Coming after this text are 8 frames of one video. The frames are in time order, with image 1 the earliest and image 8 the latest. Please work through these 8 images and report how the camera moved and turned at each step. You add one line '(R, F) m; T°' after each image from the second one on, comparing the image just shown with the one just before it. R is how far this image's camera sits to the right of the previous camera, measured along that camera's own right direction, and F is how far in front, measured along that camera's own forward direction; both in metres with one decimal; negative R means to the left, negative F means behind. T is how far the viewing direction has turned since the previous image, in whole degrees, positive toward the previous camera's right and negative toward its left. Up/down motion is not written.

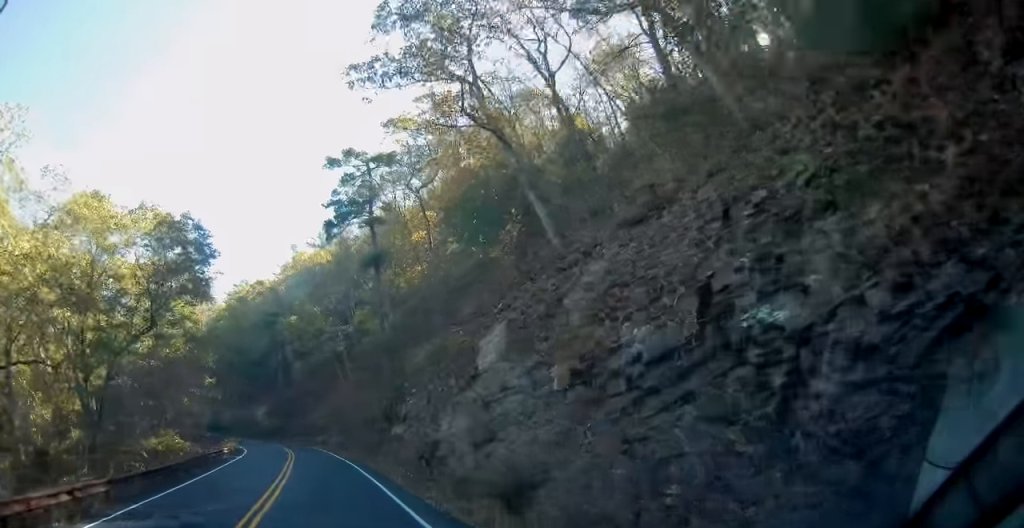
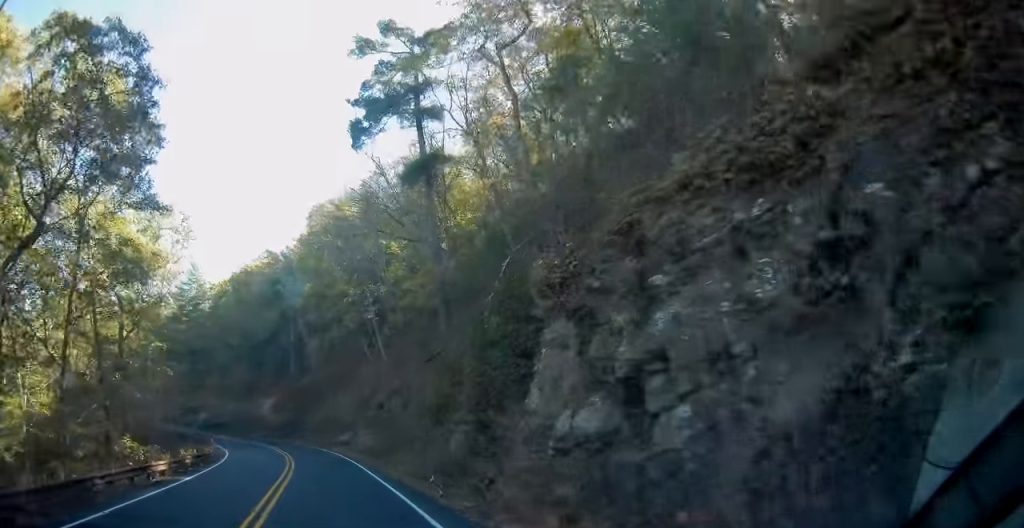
(-0.7, +18.4) m; -2°
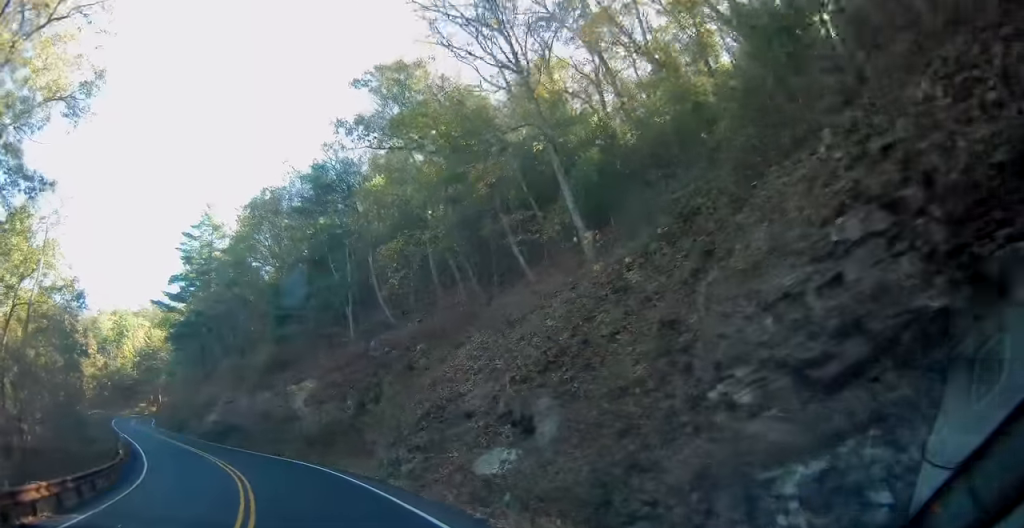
(-0.9, +33.3) m; -7°
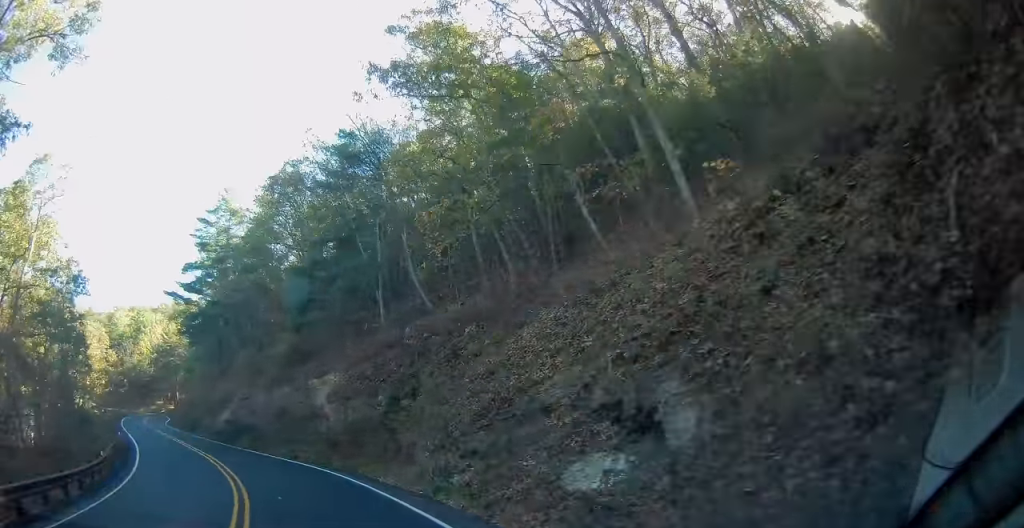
(-0.1, +4.7) m; -3°
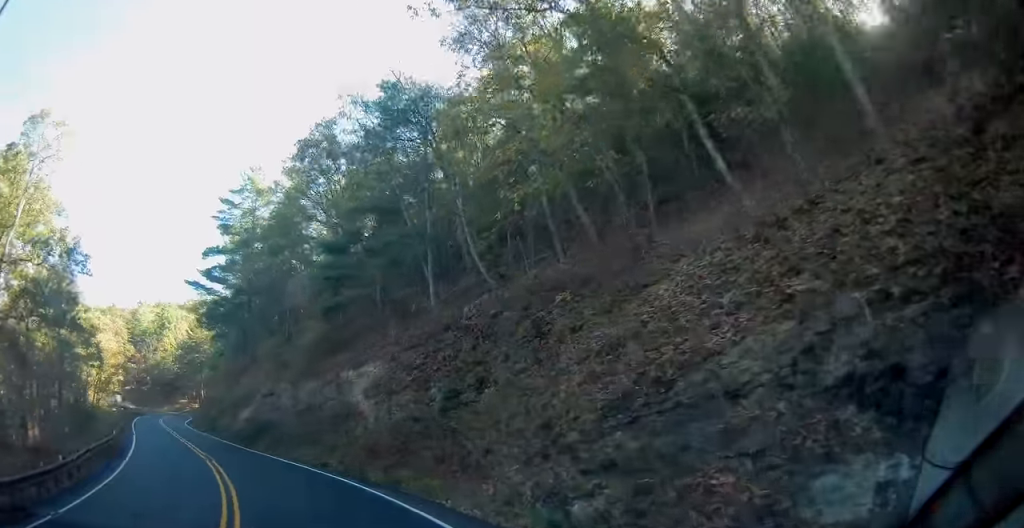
(-0.2, +5.7) m; -5°
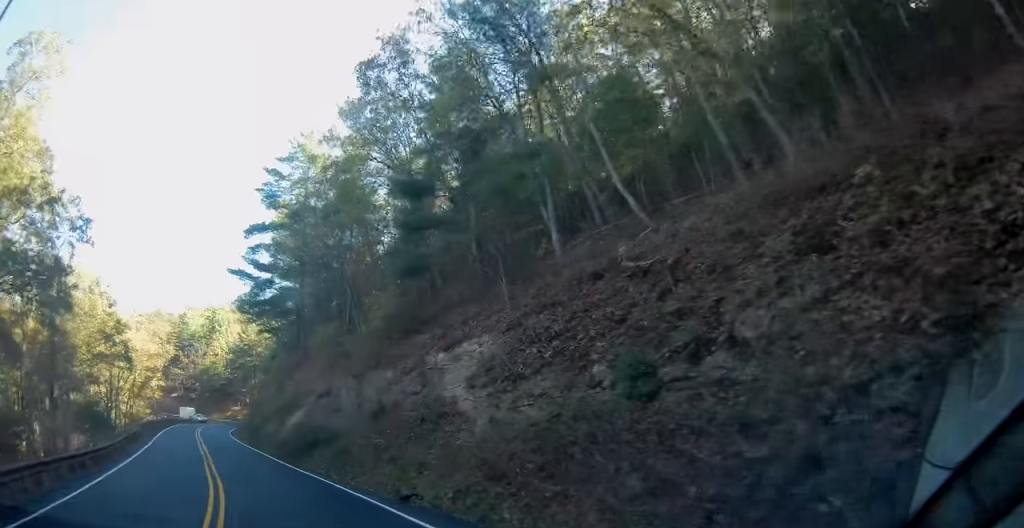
(-0.7, +8.9) m; -8°
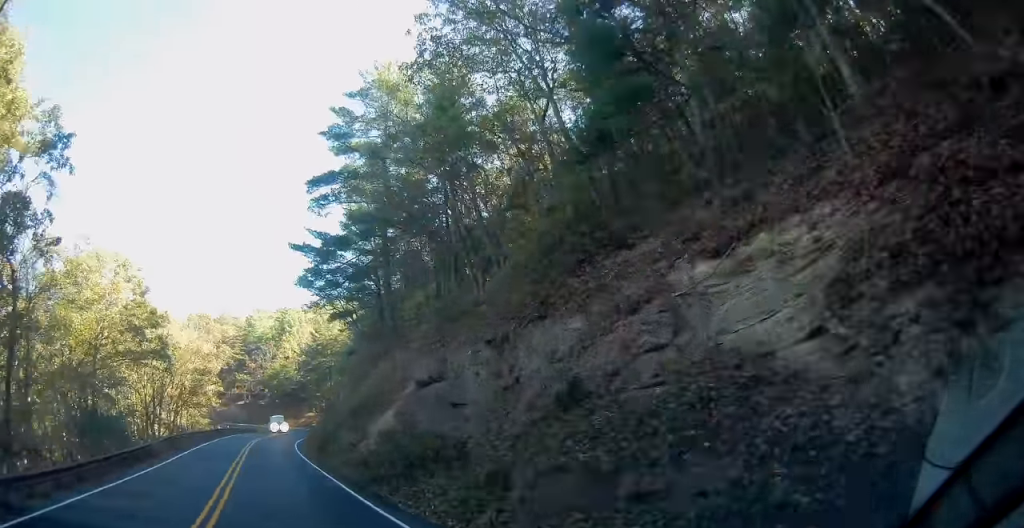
(-1.1, +11.8) m; -7°
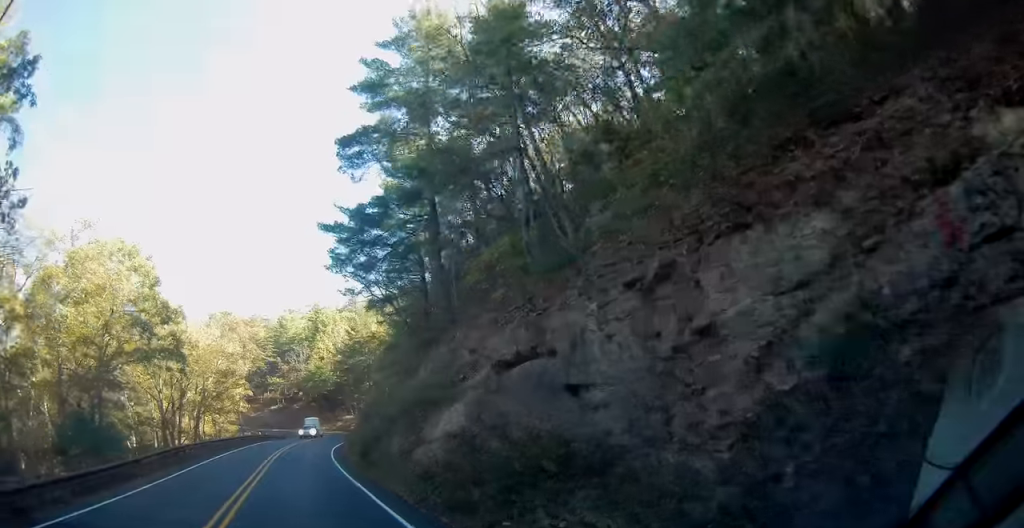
(-0.2, +6.4) m; -2°
